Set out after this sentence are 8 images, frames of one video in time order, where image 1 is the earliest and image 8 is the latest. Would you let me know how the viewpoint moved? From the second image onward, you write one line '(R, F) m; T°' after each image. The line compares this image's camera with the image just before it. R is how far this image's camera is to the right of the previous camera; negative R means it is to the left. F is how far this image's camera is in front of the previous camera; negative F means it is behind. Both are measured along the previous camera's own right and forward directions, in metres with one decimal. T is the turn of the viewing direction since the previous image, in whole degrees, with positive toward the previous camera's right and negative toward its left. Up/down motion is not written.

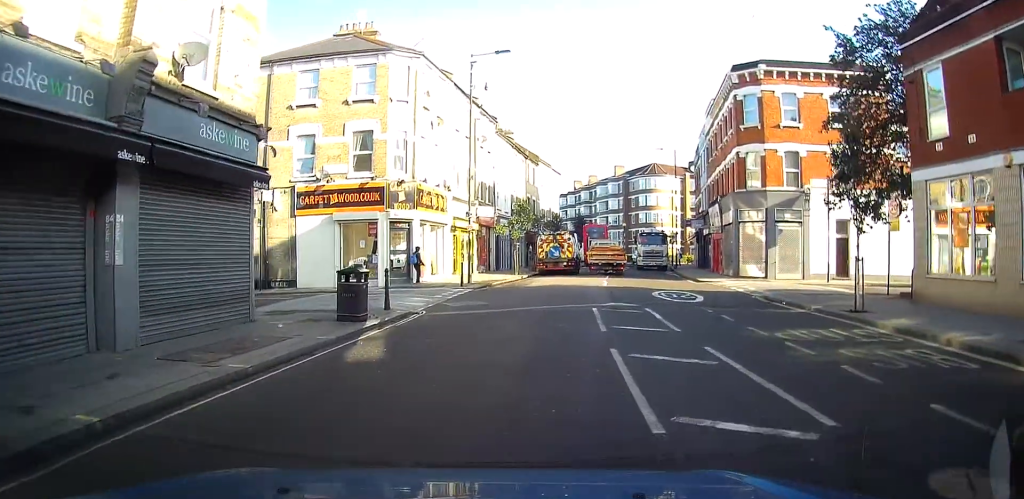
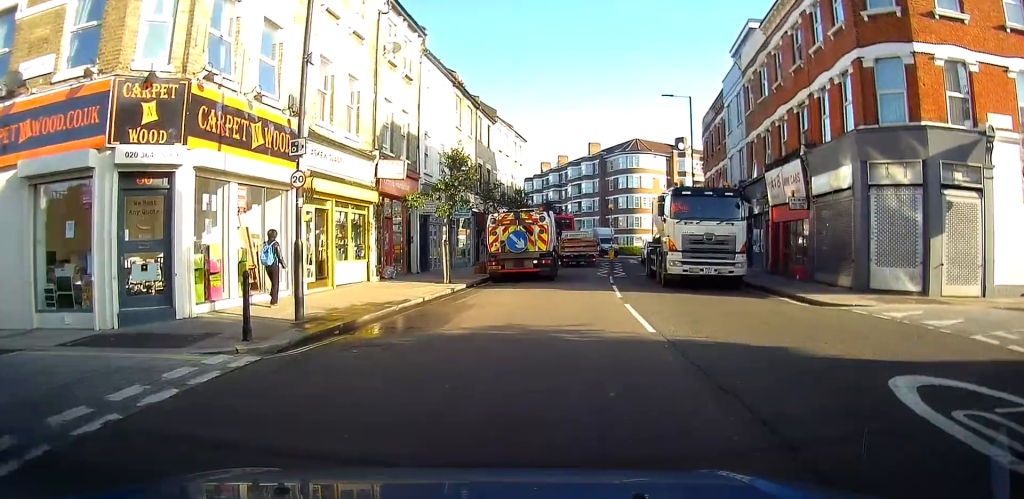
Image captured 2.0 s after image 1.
(+0.4, +16.2) m; +3°
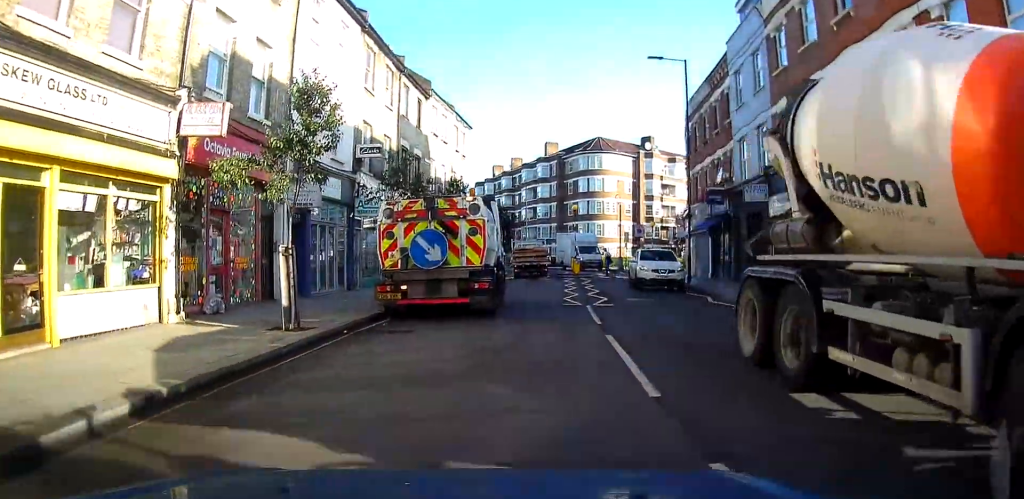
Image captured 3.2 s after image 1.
(+0.2, +9.5) m; +3°
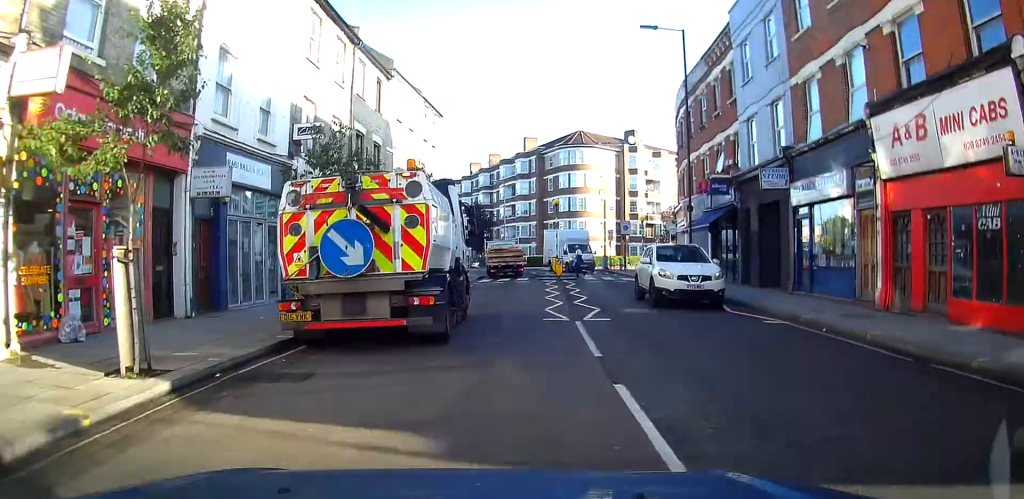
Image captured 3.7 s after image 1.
(0.0, +3.8) m; +1°
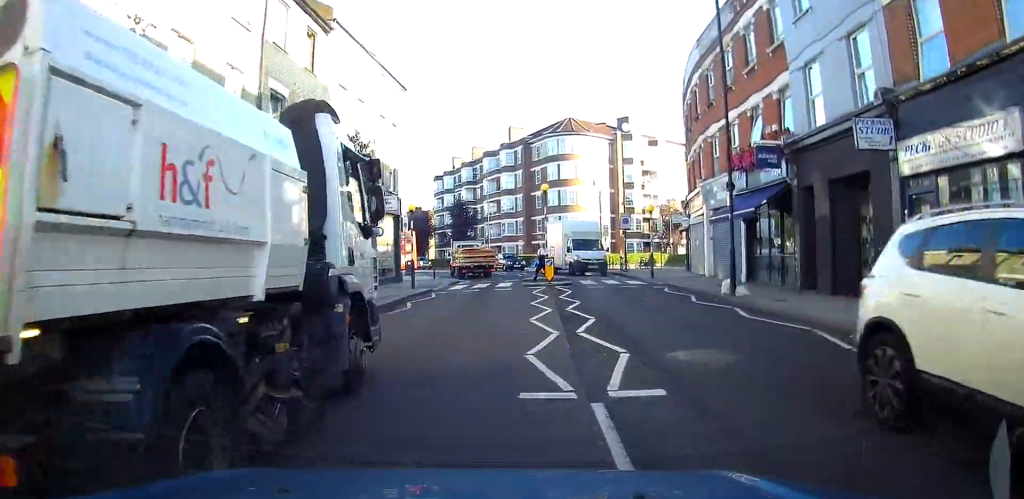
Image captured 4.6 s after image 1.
(+0.1, +6.5) m; +1°
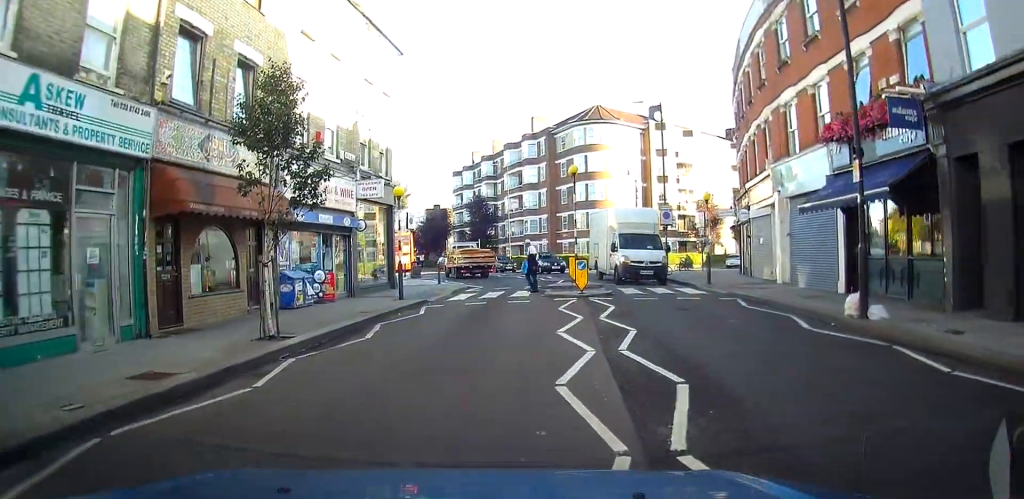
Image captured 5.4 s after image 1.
(0.0, +5.9) m; -2°
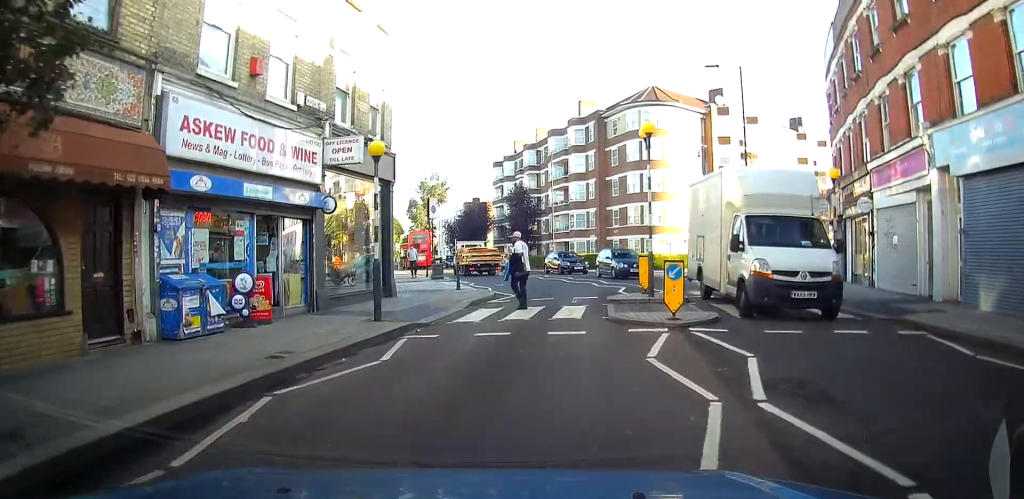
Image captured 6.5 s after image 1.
(-0.3, +7.1) m; -3°
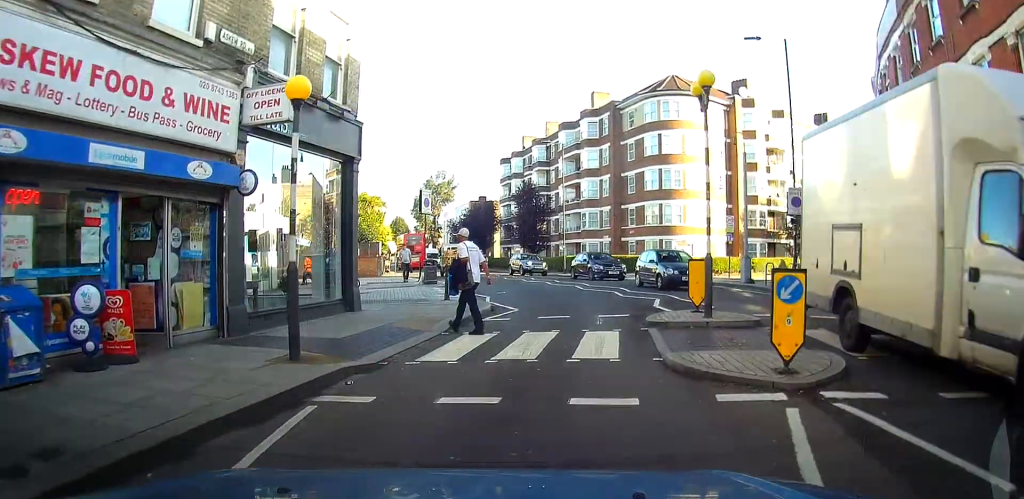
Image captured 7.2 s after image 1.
(-0.1, +4.4) m; 0°
